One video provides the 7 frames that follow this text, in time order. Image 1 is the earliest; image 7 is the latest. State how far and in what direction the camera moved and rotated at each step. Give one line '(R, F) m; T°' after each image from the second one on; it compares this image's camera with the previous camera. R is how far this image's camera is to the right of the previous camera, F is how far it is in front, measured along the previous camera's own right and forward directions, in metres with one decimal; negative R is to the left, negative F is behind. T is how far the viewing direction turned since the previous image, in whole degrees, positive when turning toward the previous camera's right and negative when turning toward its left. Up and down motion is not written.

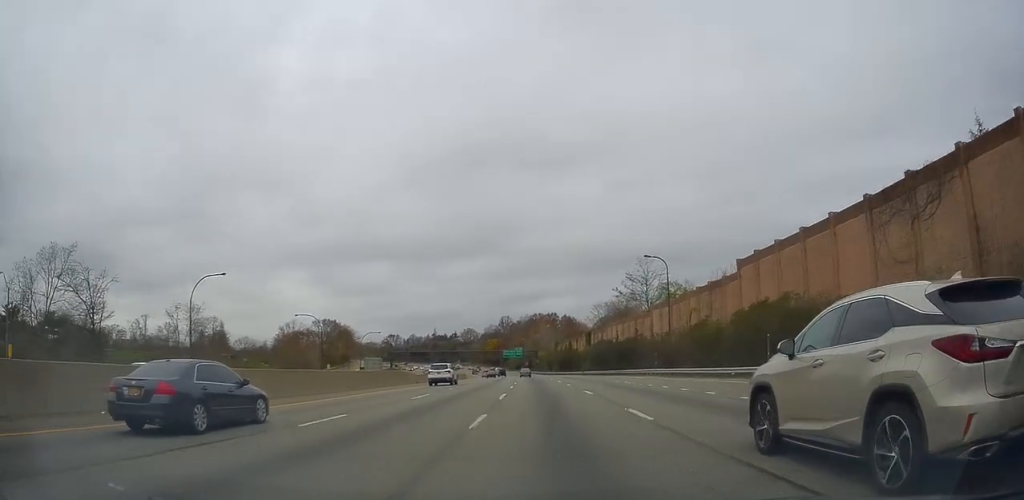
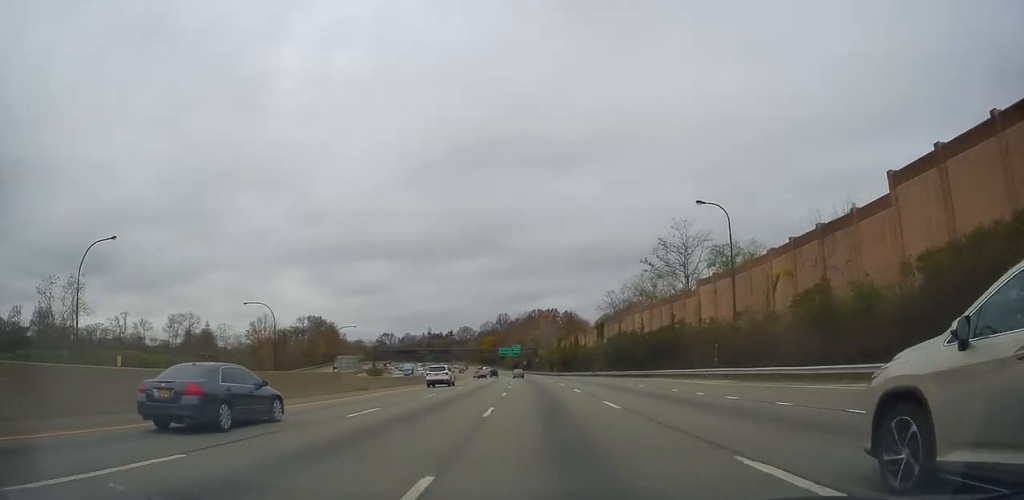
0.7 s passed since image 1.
(-0.2, +20.6) m; -1°
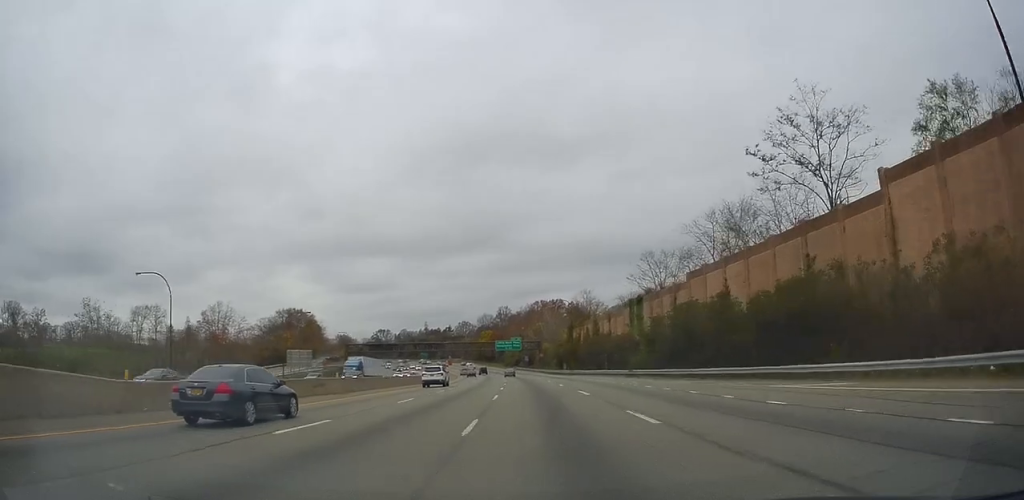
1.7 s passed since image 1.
(-0.1, +28.8) m; -1°
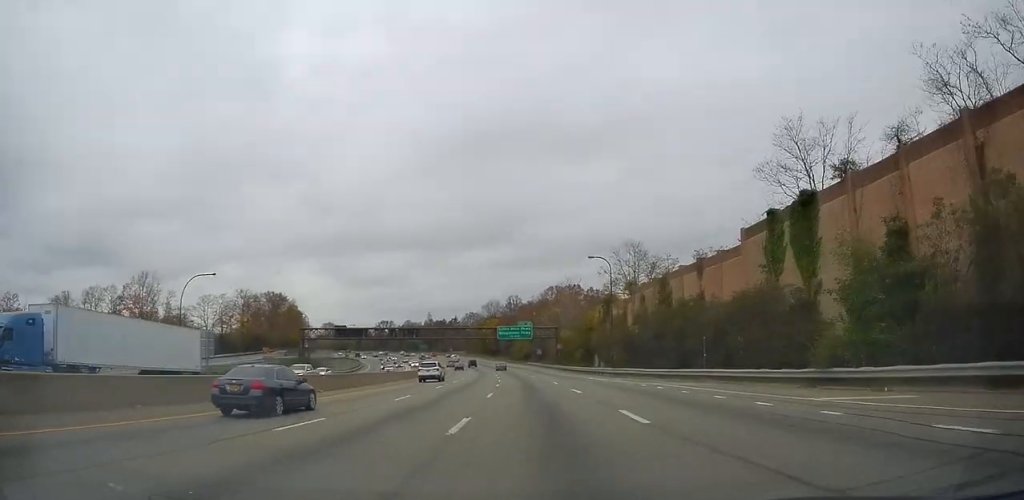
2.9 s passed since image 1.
(-0.2, +36.4) m; 0°
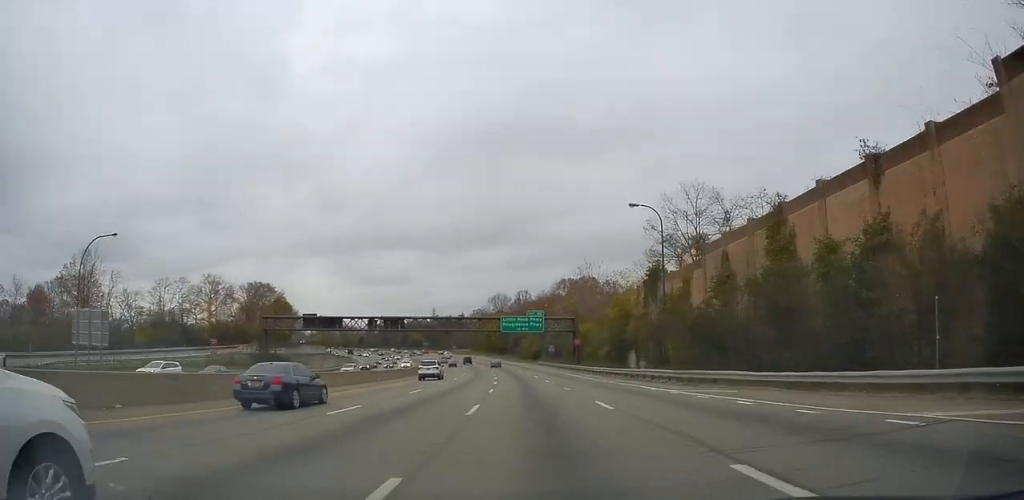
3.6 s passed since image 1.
(+0.2, +20.7) m; +1°
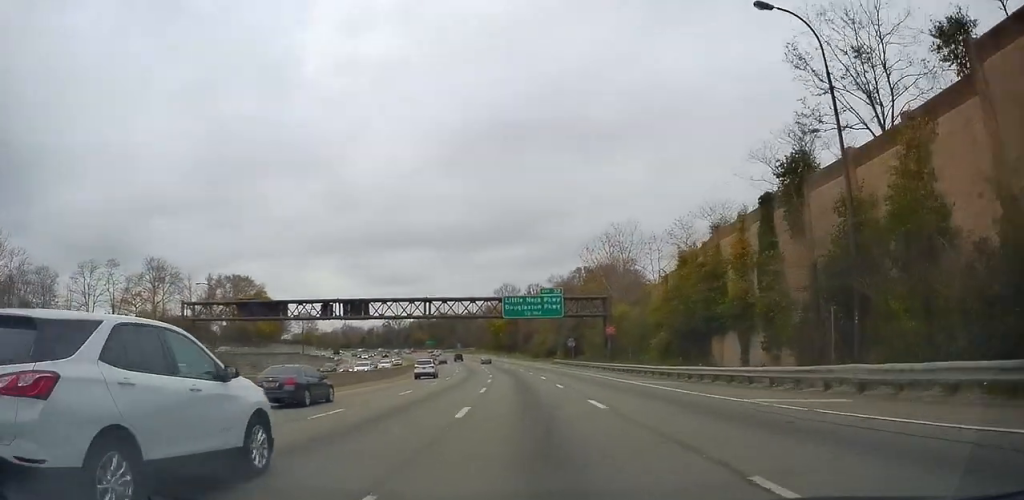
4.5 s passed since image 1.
(+0.1, +25.2) m; -2°
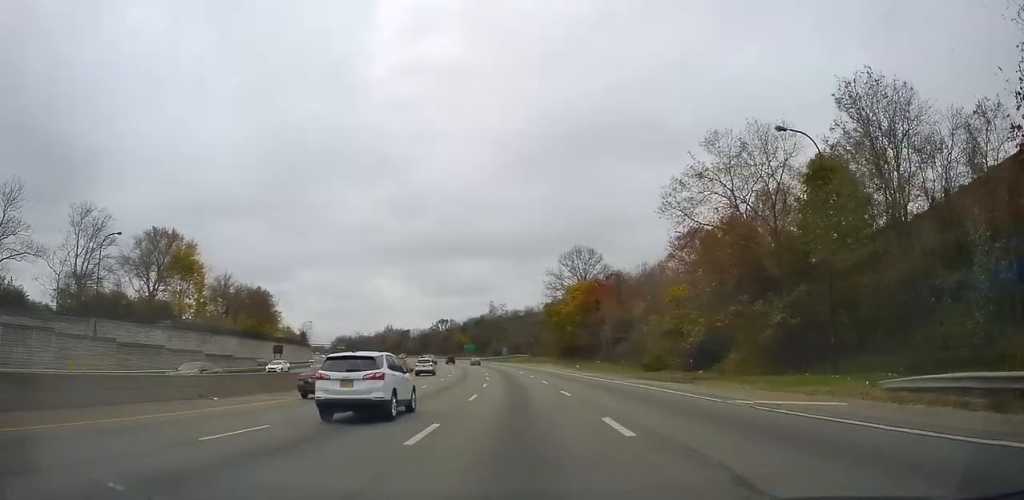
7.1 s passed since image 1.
(-3.1, +77.7) m; -4°
